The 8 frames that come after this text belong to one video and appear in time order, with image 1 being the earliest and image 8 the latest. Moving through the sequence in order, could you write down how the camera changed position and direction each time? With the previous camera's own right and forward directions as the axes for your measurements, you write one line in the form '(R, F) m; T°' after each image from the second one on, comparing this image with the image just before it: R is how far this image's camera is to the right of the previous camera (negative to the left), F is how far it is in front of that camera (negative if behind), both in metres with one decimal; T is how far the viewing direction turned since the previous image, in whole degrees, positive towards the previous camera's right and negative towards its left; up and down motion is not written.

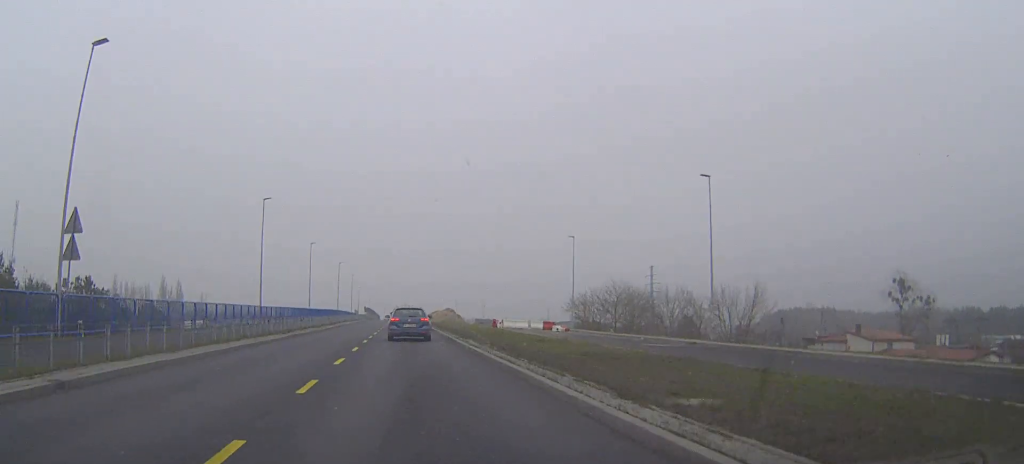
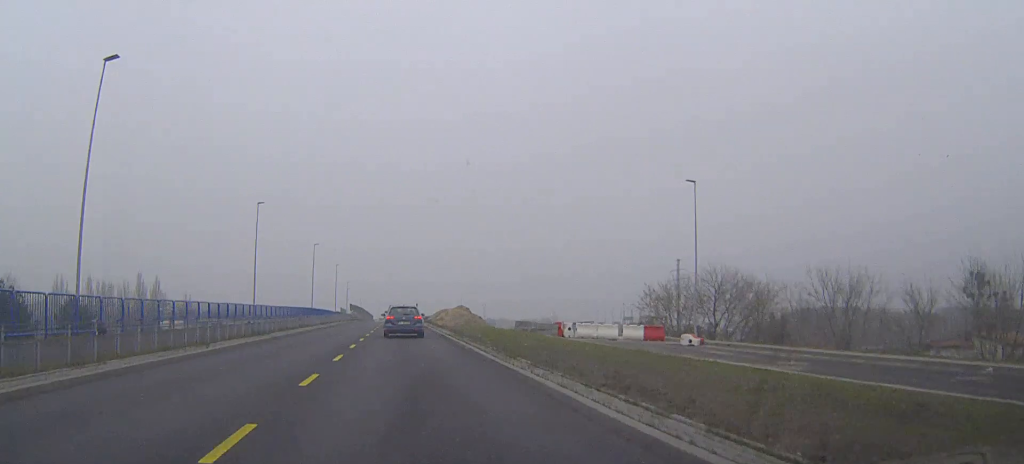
(+0.1, +28.8) m; +1°
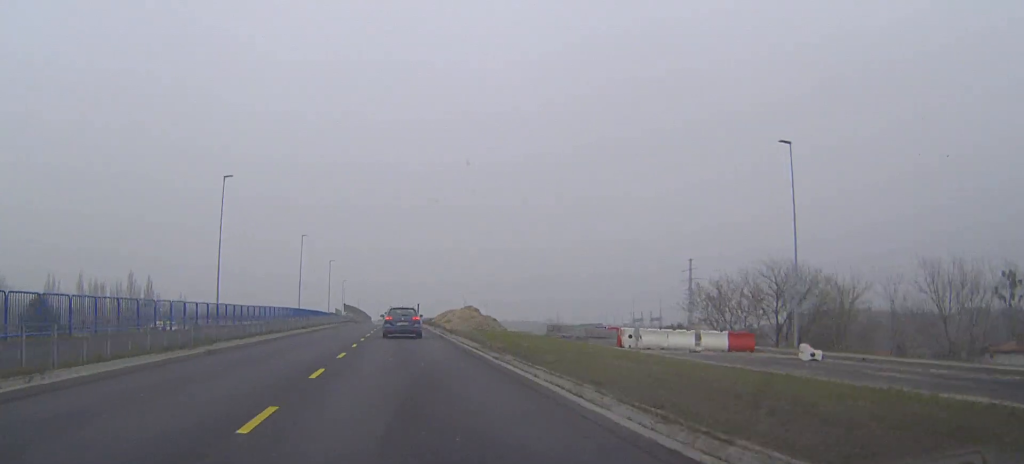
(0.0, +10.2) m; 0°
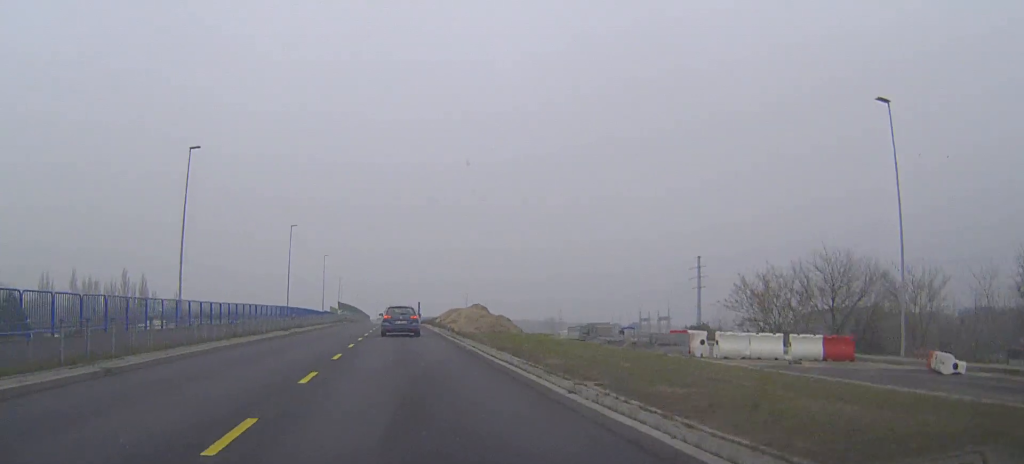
(0.0, +7.4) m; 0°
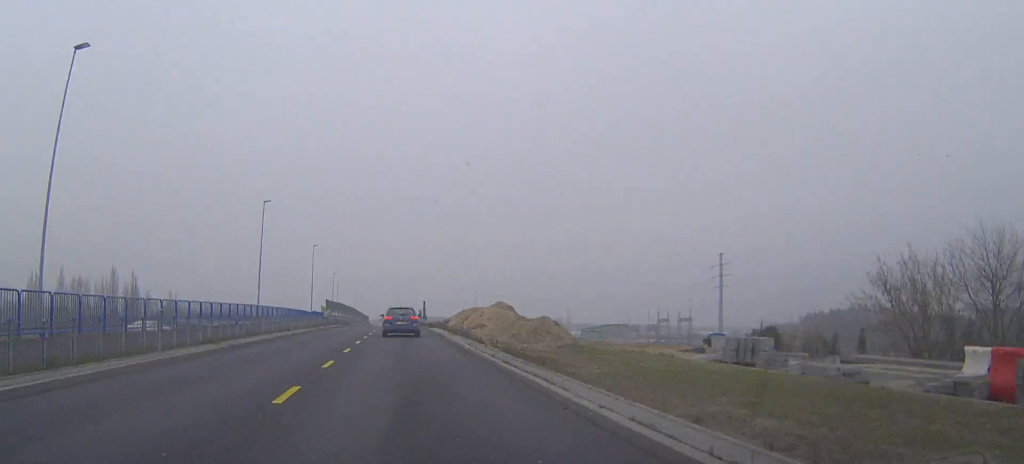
(0.0, +14.3) m; 0°
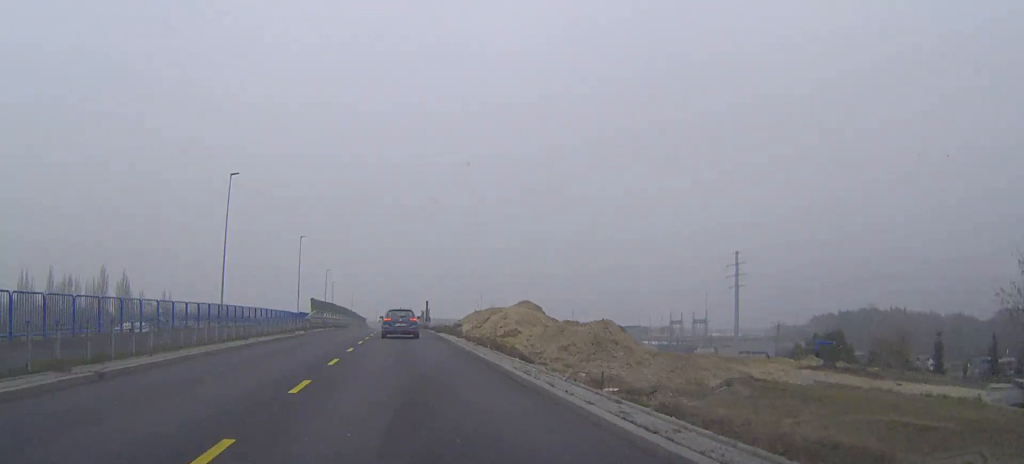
(0.0, +10.3) m; 0°
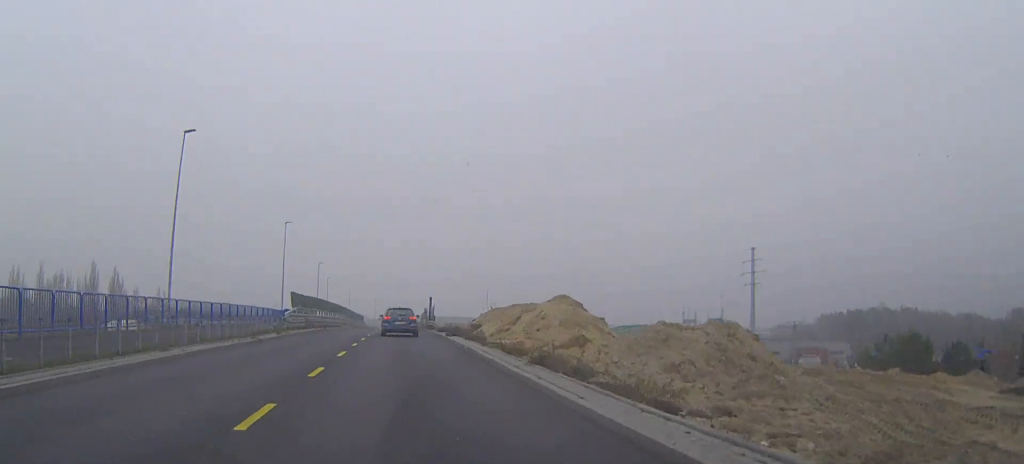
(0.0, +9.7) m; 0°
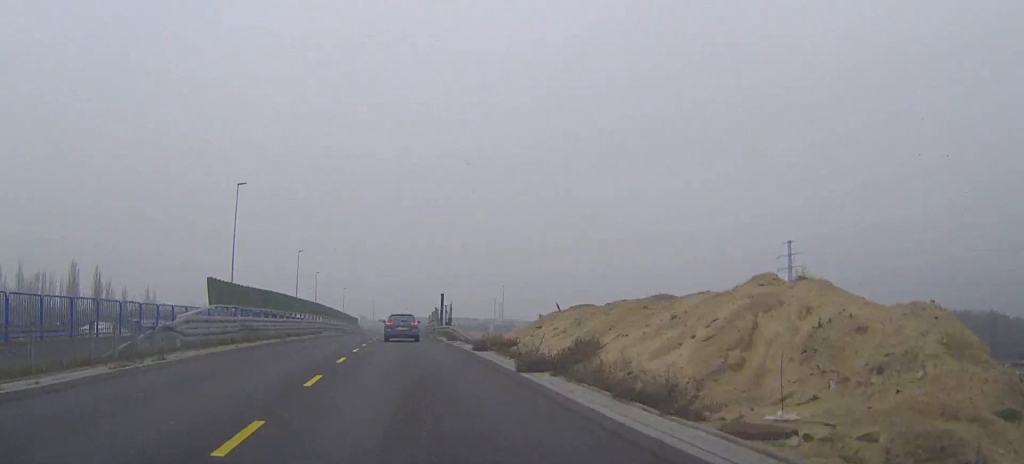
(0.0, +18.9) m; 0°
